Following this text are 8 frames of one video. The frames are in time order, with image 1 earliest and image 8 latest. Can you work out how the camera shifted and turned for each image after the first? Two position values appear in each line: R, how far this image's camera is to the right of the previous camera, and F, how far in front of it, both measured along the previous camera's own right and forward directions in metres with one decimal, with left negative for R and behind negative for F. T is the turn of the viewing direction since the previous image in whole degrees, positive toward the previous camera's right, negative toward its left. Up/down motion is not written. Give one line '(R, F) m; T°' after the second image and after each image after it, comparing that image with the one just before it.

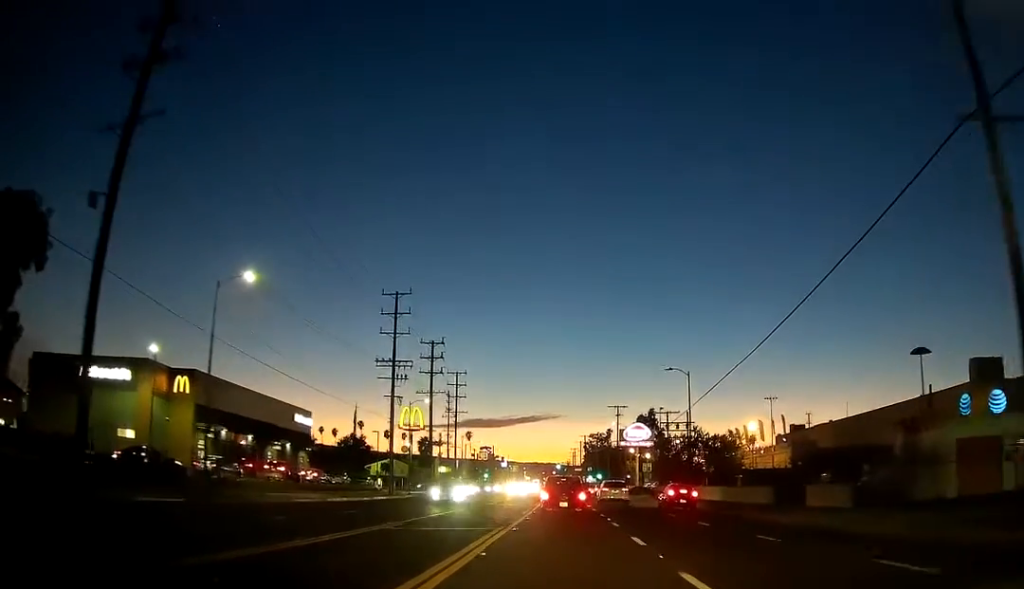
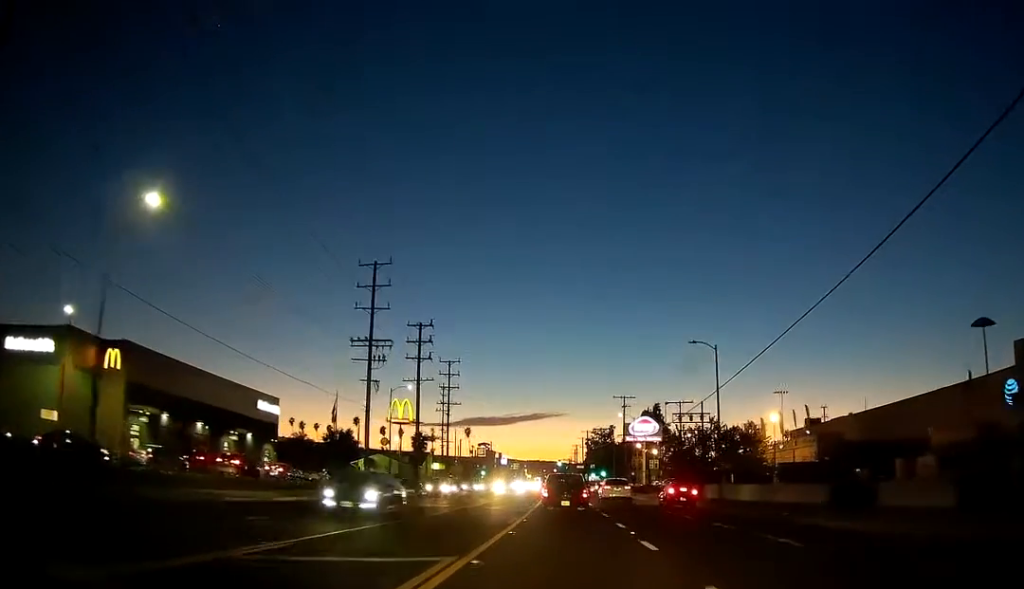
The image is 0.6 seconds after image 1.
(-0.1, +9.3) m; 0°
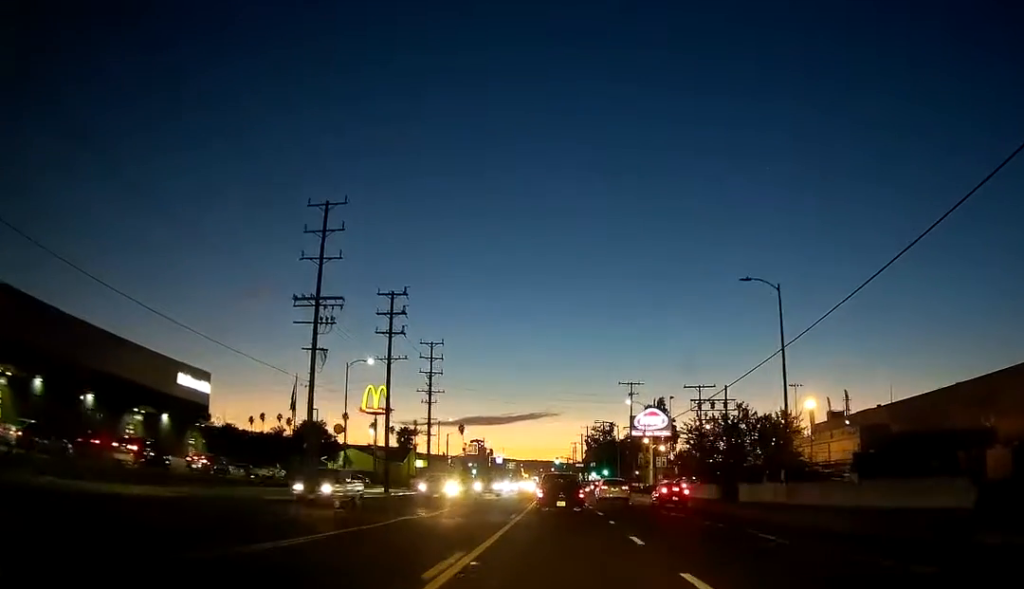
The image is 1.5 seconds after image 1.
(-0.1, +13.5) m; 0°
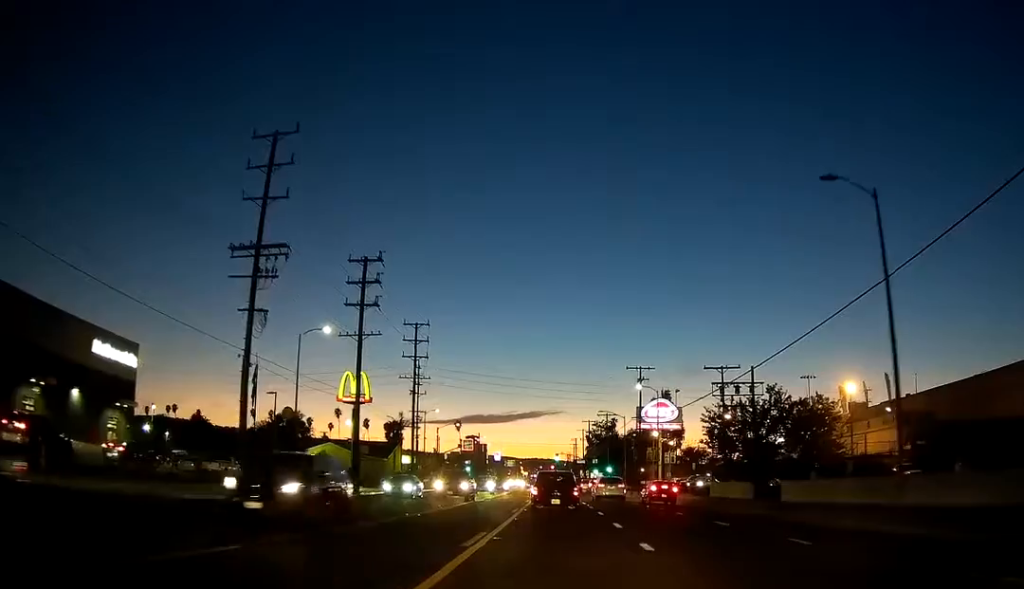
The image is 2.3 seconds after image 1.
(+0.1, +11.3) m; +1°
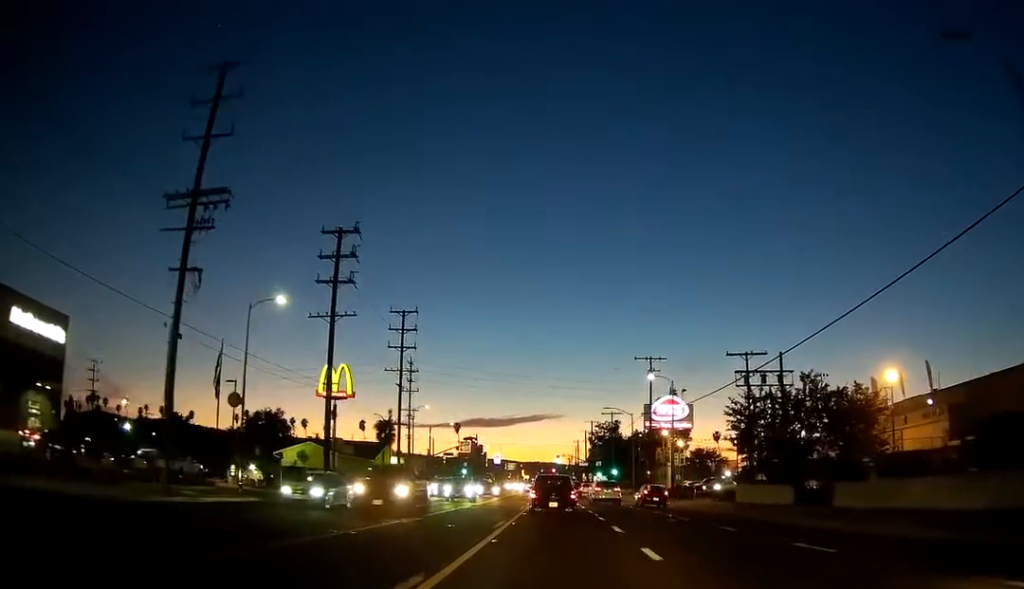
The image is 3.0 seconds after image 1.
(+0.2, +9.0) m; 0°
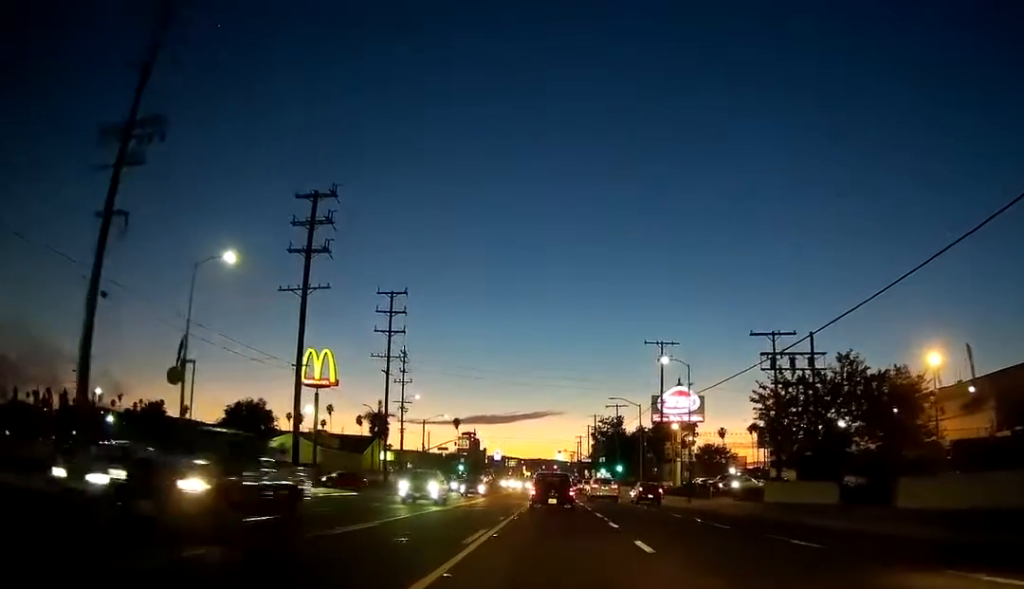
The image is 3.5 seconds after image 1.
(-0.1, +6.9) m; -1°
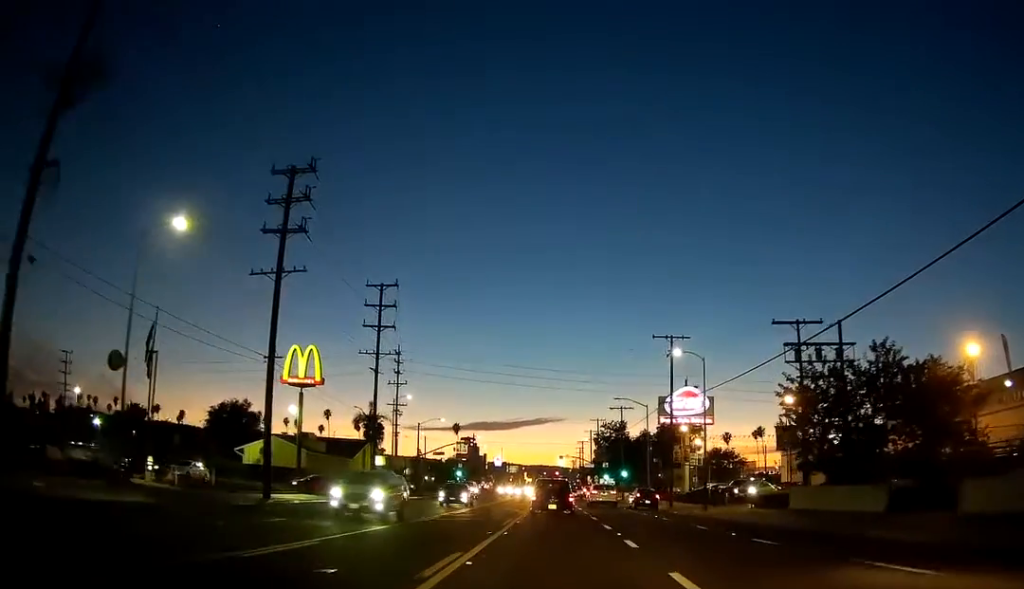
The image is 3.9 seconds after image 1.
(-0.1, +5.6) m; -1°
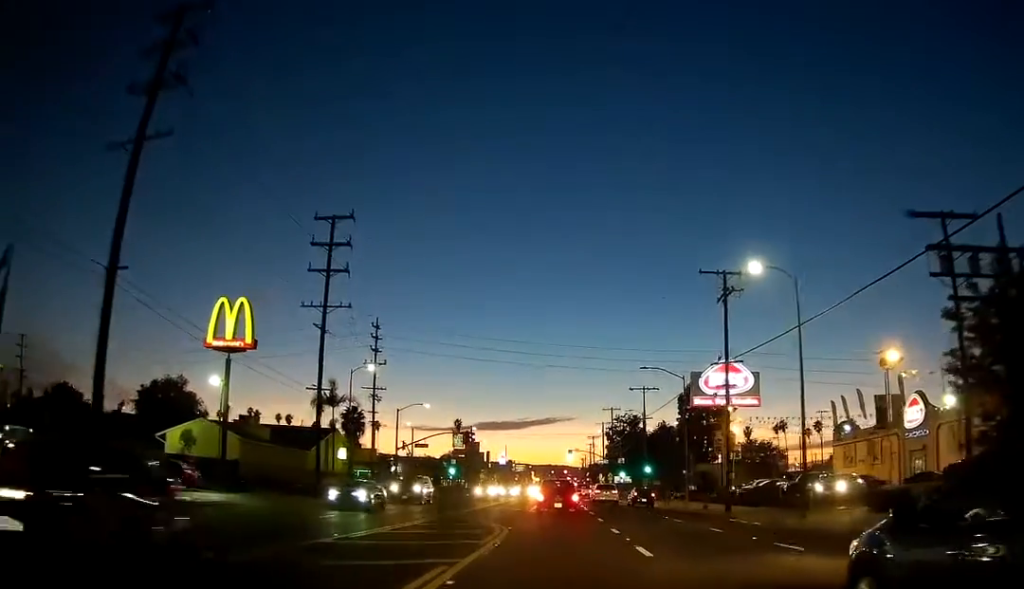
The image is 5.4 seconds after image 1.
(-0.1, +17.6) m; 0°
